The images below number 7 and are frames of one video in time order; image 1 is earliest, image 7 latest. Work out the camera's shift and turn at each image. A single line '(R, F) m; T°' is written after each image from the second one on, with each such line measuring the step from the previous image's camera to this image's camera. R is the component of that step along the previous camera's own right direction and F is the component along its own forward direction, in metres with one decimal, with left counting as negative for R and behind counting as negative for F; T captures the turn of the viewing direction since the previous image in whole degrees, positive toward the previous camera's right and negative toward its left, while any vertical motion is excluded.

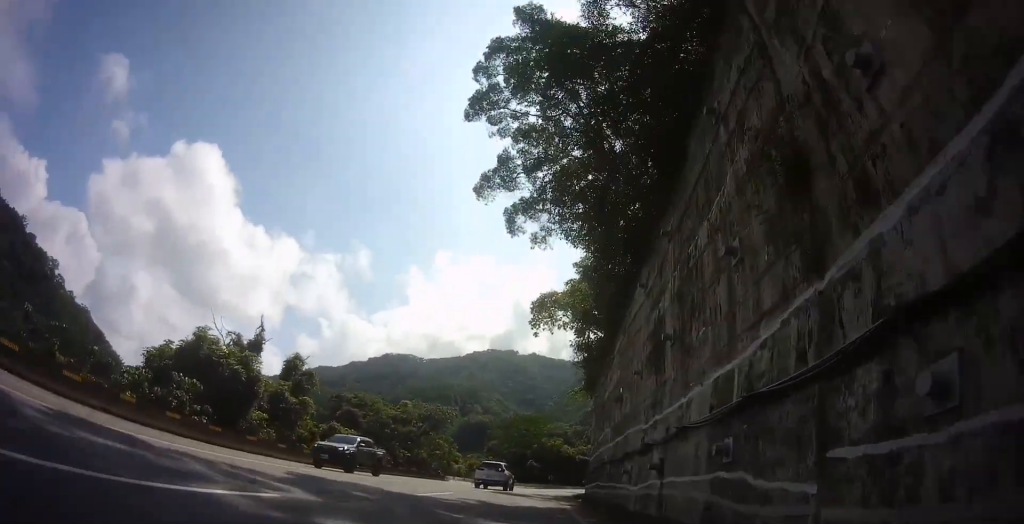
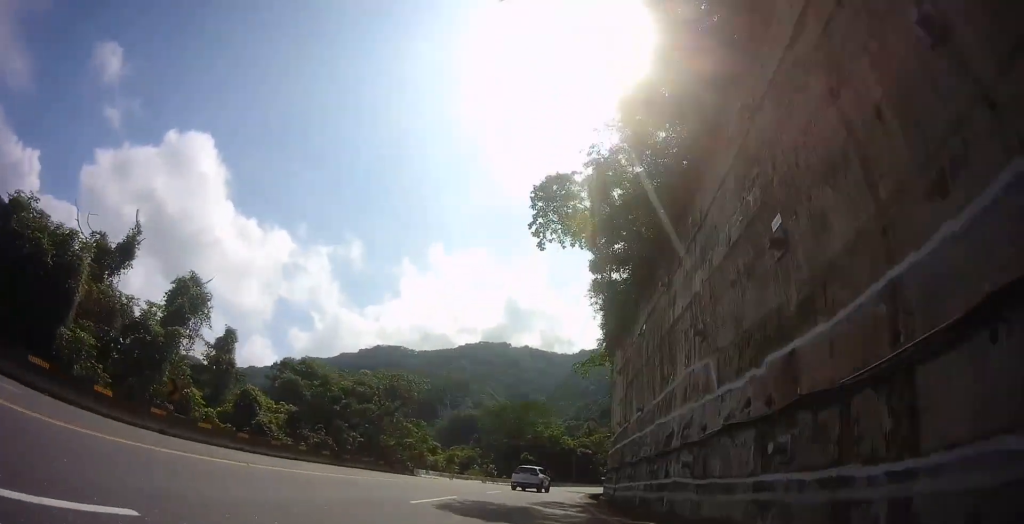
(+1.4, +12.3) m; +20°
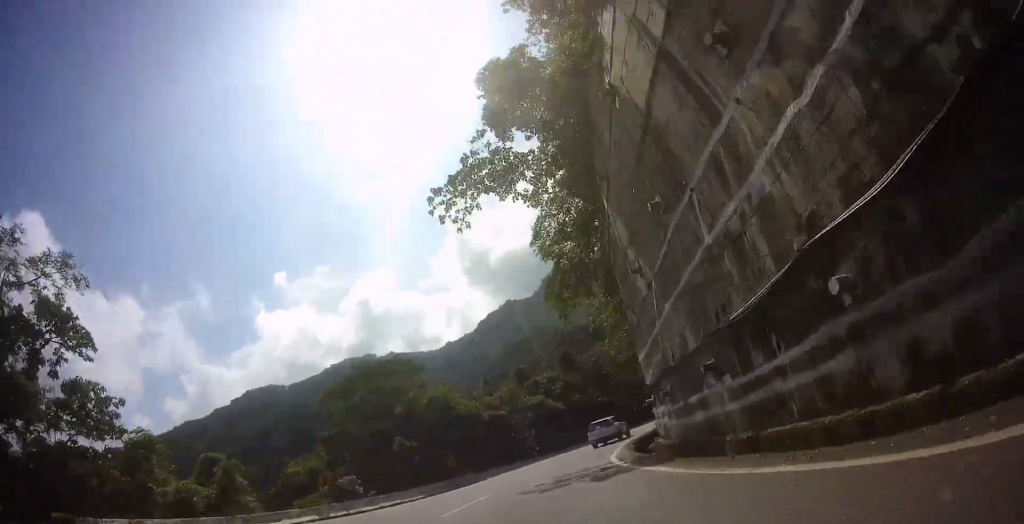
(+5.0, +28.0) m; +12°
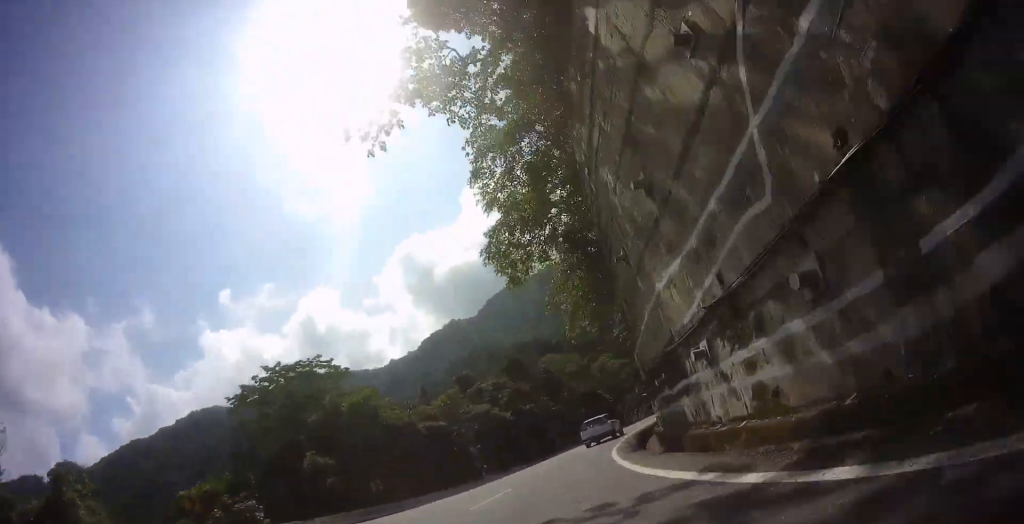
(+0.4, +7.5) m; +4°
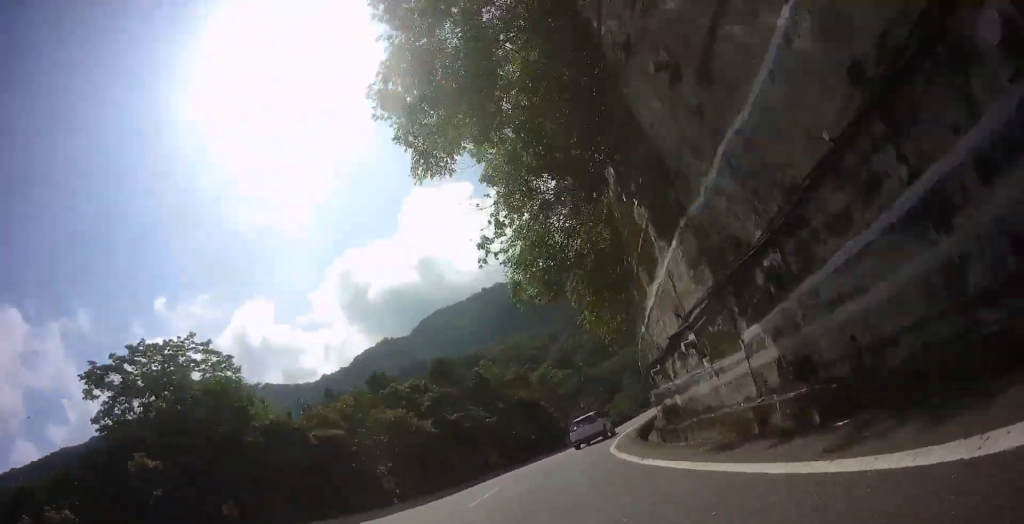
(0.0, +9.7) m; +5°
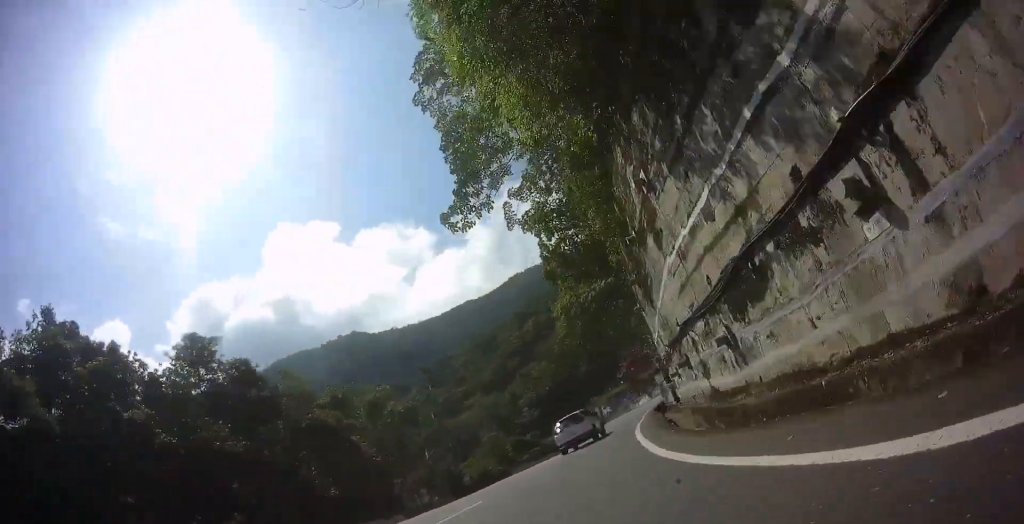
(+3.7, +21.6) m; +19°
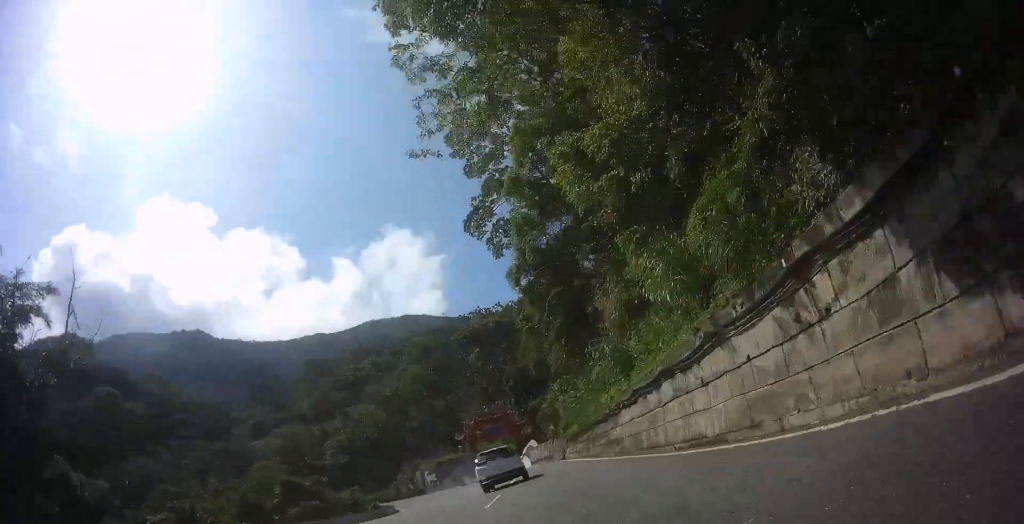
(+4.7, +23.7) m; +21°
